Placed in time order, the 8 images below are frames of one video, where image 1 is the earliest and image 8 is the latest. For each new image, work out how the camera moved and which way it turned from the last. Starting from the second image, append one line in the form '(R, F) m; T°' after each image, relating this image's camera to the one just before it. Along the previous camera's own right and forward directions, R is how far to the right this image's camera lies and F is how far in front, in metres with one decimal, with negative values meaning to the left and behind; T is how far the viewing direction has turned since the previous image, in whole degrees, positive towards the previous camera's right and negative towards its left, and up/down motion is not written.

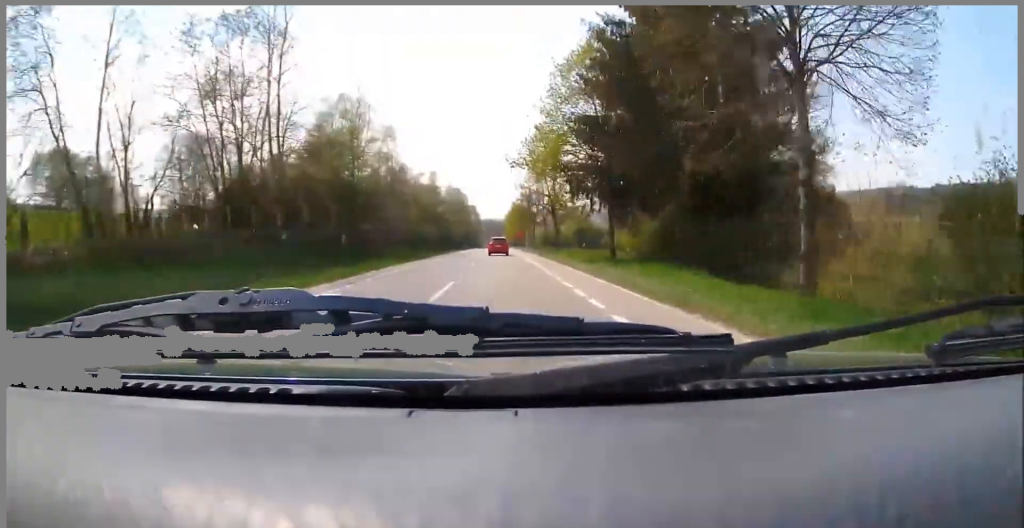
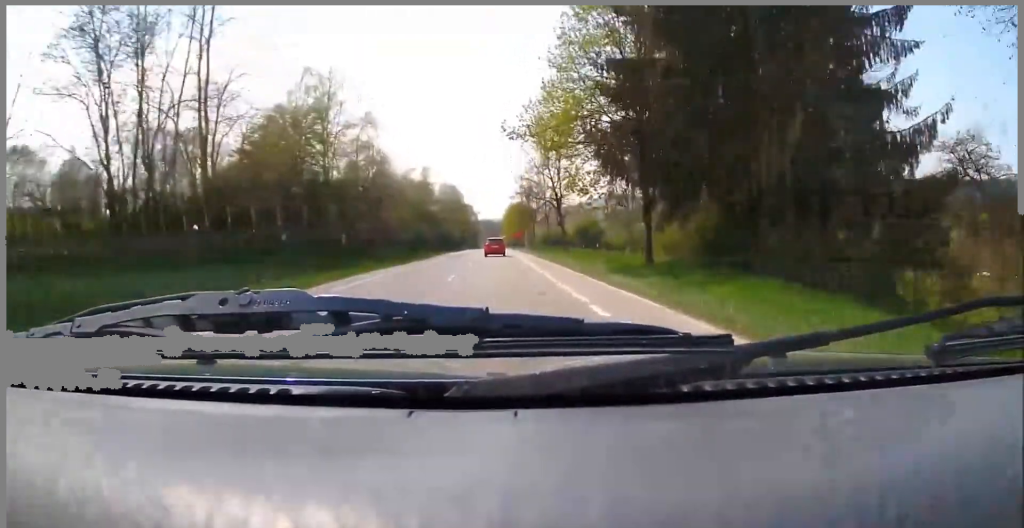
(+0.3, +8.4) m; 0°
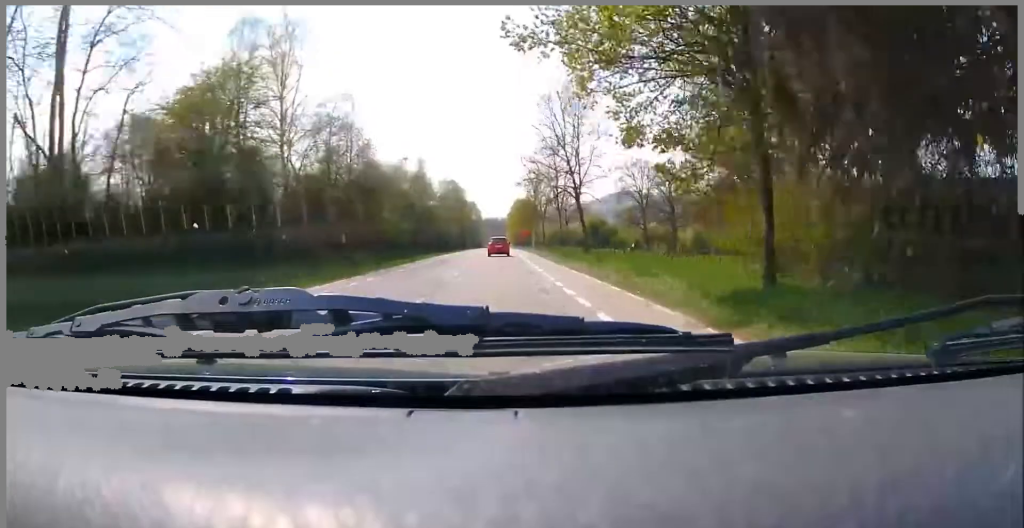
(+0.1, +10.3) m; -1°
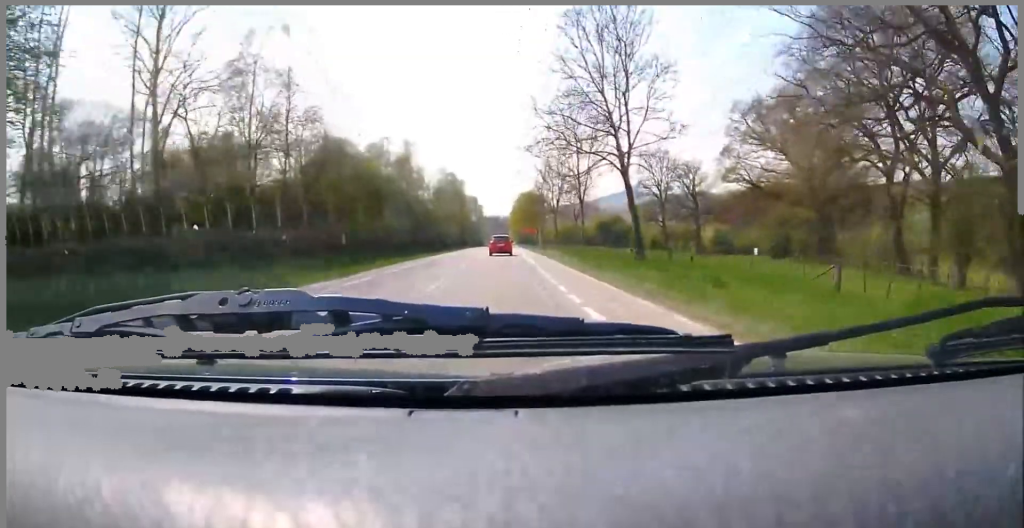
(-0.6, +15.6) m; -2°
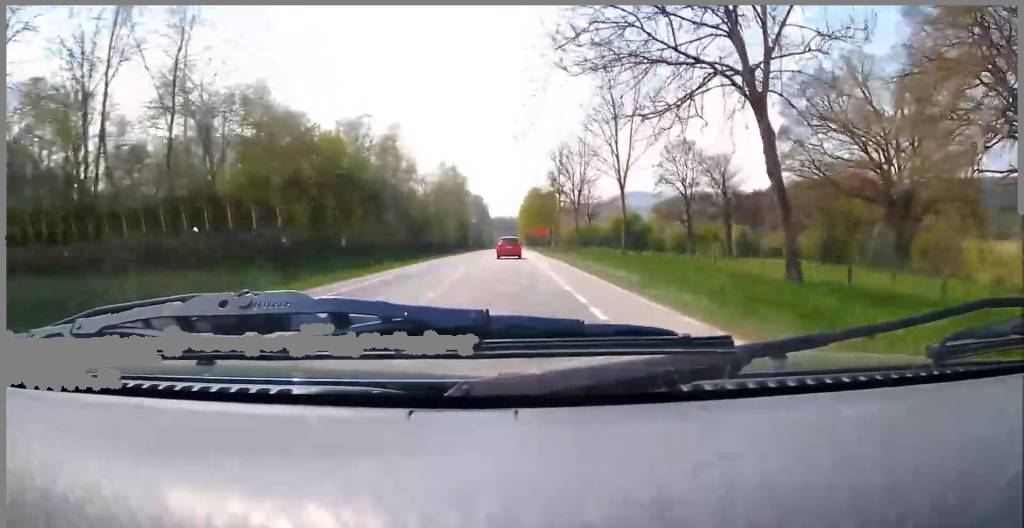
(+0.1, +13.5) m; 0°
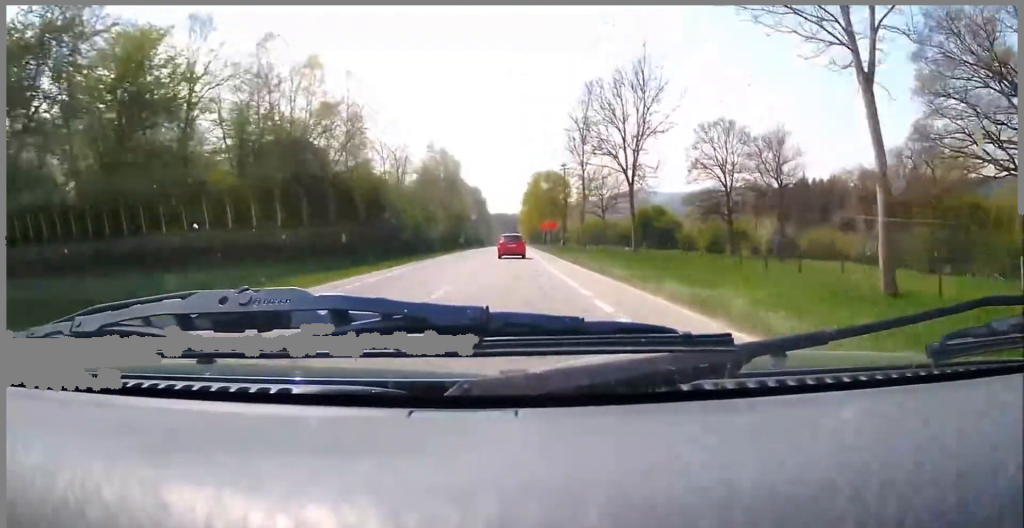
(-0.1, +22.8) m; 0°
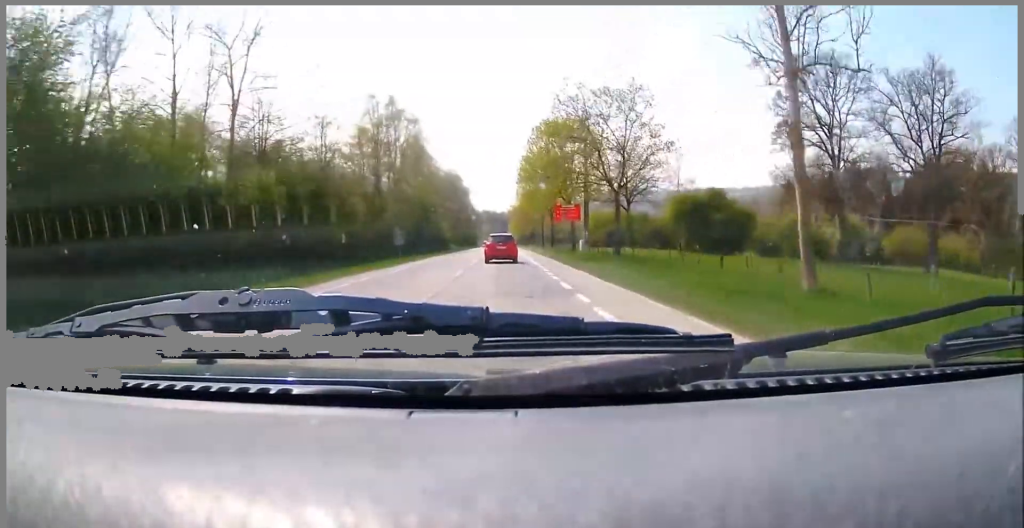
(0.0, +38.4) m; +1°
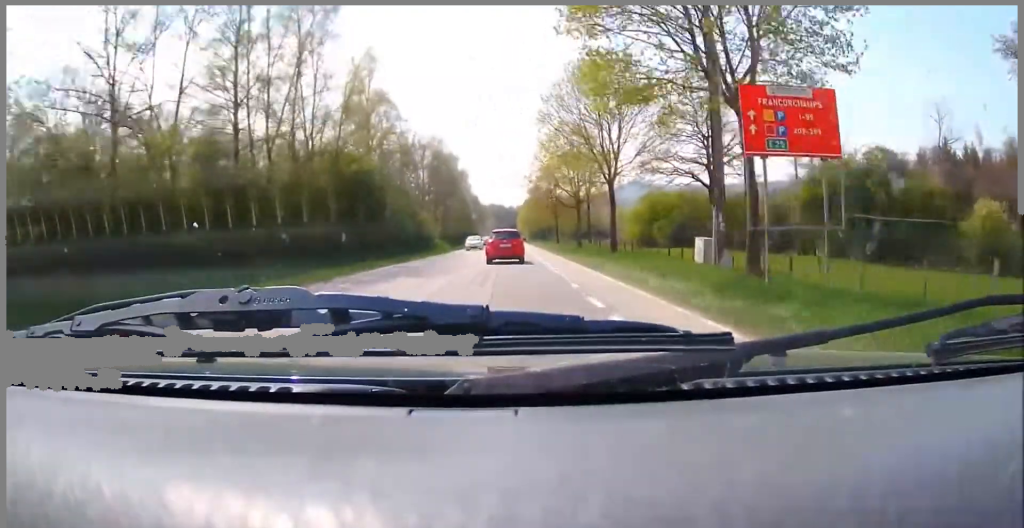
(+0.6, +37.1) m; +1°
